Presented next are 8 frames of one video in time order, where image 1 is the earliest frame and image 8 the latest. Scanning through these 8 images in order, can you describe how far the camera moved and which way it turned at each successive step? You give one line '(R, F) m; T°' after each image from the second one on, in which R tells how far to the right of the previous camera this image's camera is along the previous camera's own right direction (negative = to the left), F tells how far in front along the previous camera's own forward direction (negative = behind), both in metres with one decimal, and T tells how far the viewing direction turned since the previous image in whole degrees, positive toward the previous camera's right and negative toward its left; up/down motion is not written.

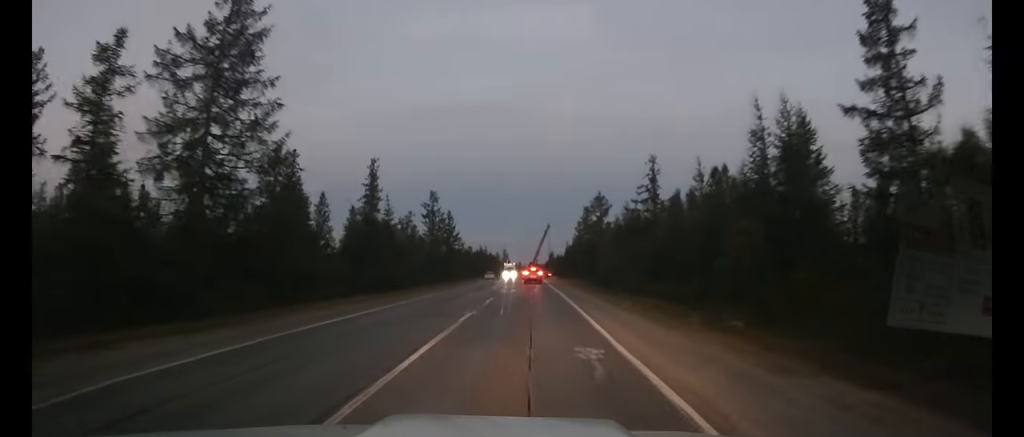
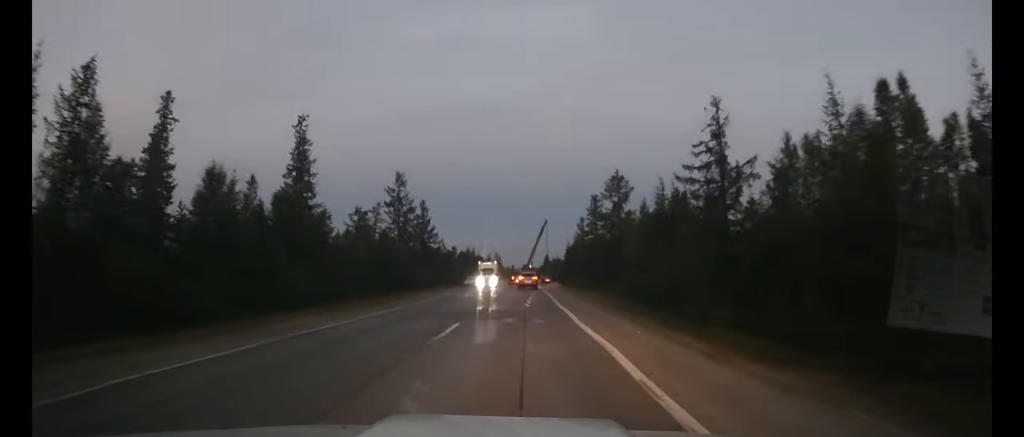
(-0.2, +23.1) m; -1°
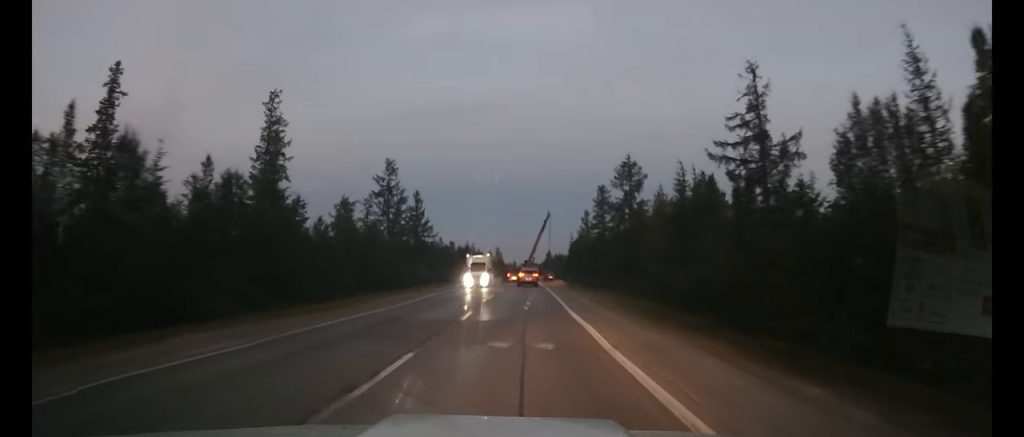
(0.0, +6.7) m; 0°
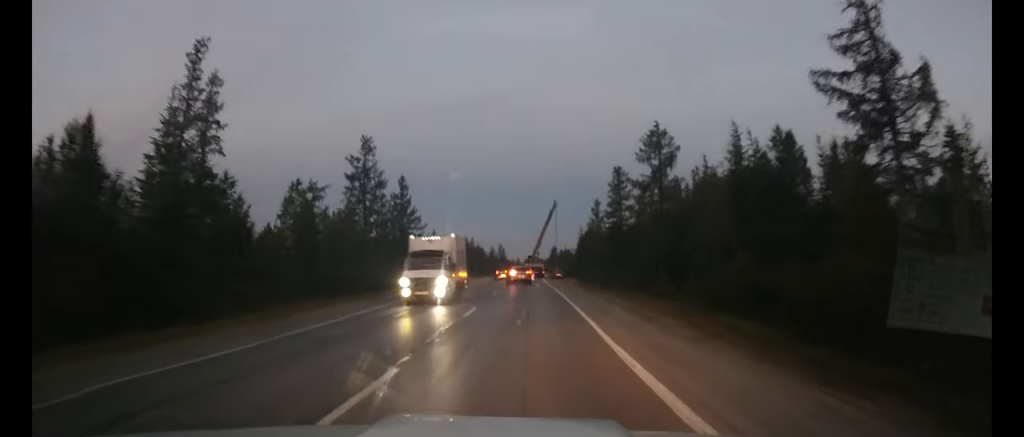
(0.0, +12.4) m; 0°
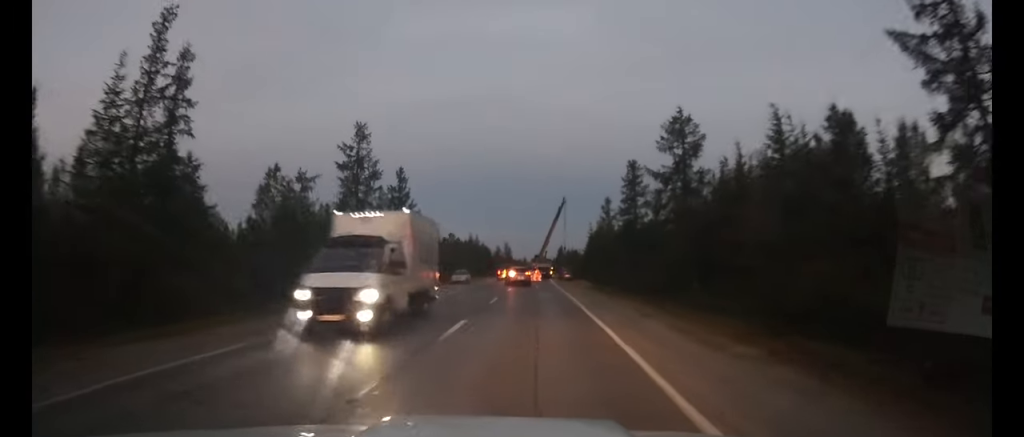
(0.0, +5.2) m; 0°
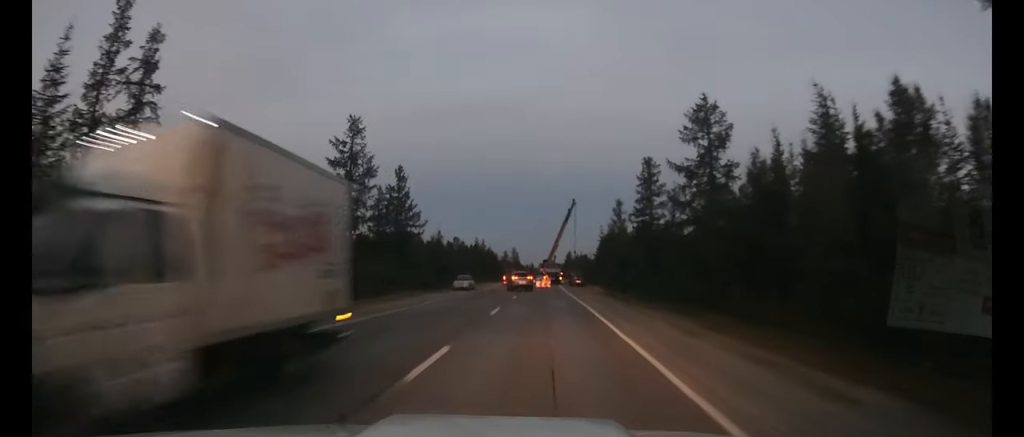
(0.0, +4.6) m; 0°
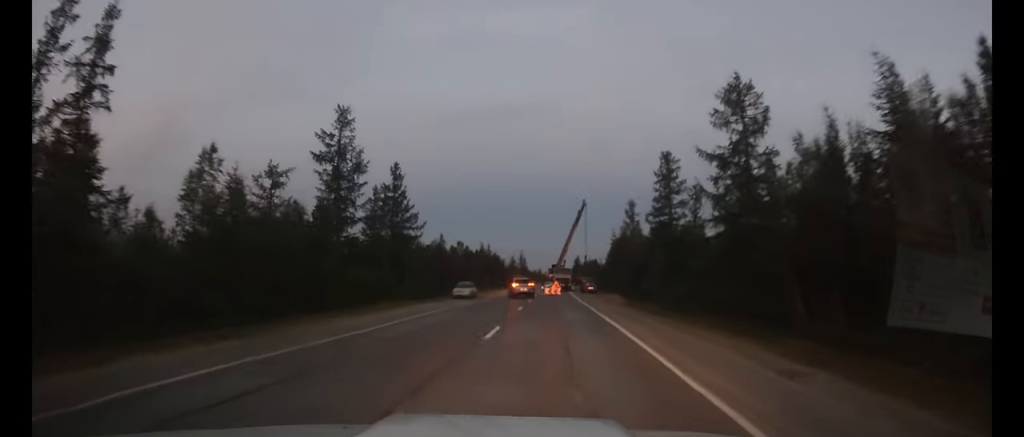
(0.0, +5.3) m; 0°
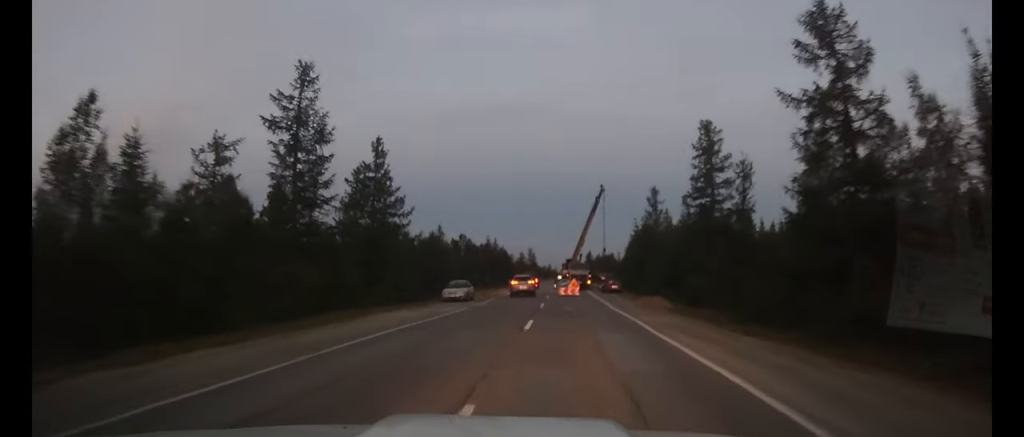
(-0.1, +10.3) m; -1°
